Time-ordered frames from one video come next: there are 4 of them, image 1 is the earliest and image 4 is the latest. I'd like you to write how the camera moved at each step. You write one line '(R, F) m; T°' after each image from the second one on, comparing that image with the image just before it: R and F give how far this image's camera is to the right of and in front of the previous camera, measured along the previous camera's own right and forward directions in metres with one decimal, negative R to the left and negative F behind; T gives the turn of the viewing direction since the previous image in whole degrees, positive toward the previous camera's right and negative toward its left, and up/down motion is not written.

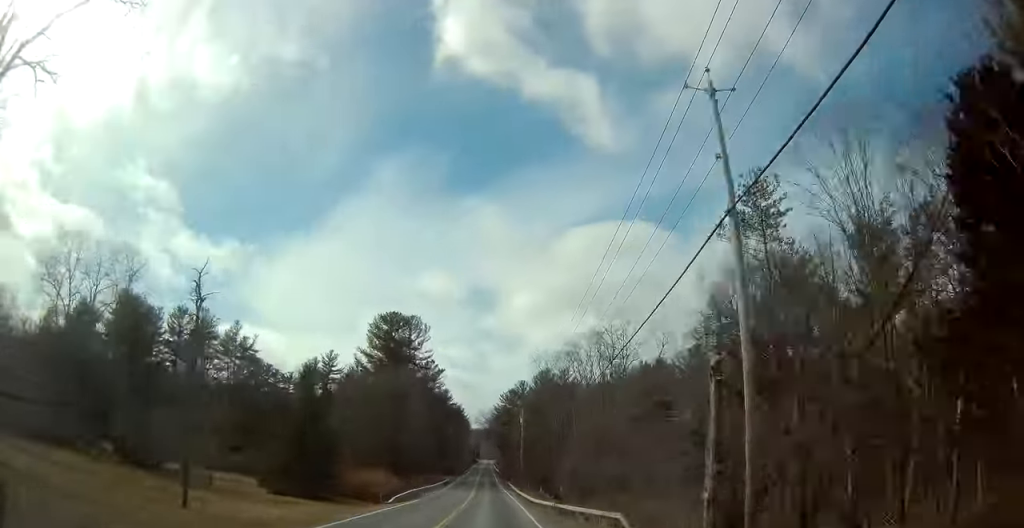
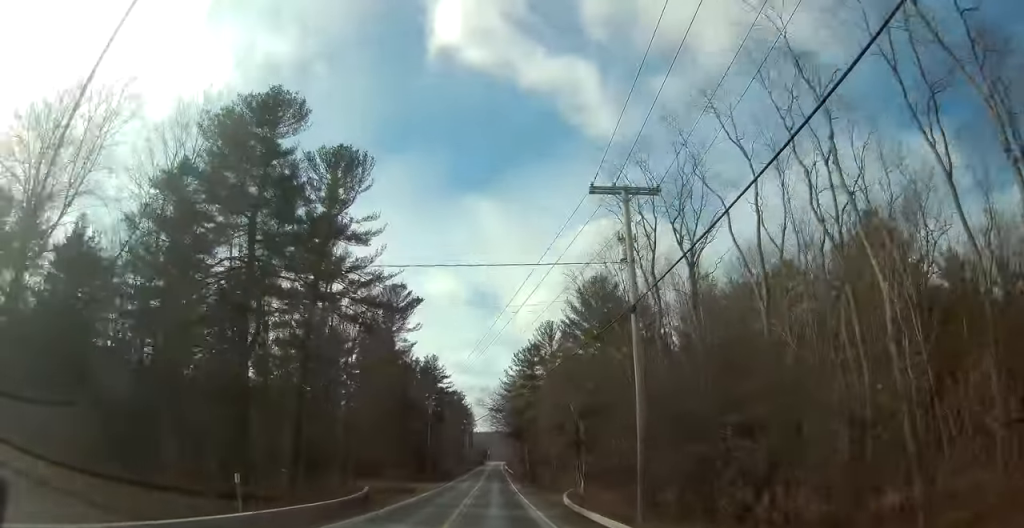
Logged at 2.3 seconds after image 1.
(-3.1, +55.3) m; -6°
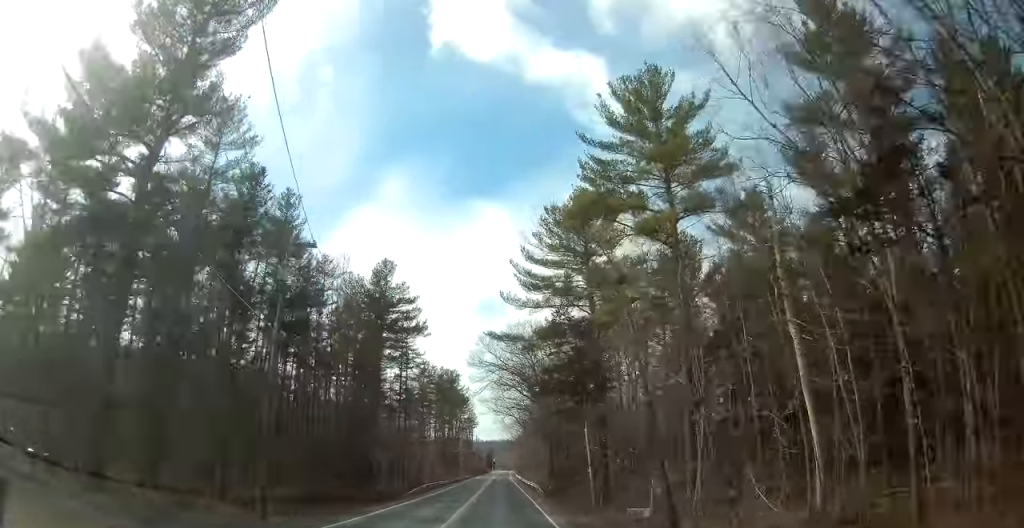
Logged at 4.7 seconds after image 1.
(-0.2, +59.0) m; +1°
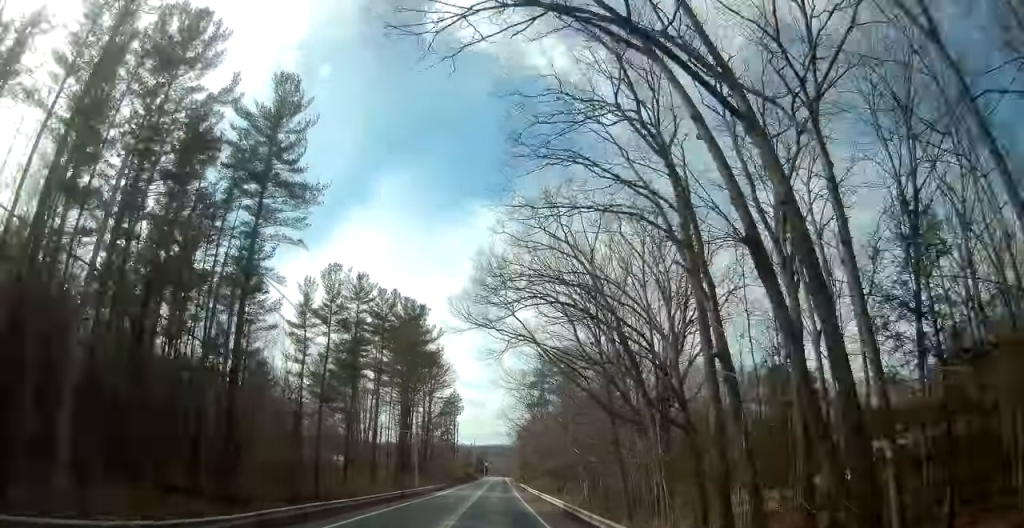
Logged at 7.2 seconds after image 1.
(+0.2, +63.1) m; -1°
